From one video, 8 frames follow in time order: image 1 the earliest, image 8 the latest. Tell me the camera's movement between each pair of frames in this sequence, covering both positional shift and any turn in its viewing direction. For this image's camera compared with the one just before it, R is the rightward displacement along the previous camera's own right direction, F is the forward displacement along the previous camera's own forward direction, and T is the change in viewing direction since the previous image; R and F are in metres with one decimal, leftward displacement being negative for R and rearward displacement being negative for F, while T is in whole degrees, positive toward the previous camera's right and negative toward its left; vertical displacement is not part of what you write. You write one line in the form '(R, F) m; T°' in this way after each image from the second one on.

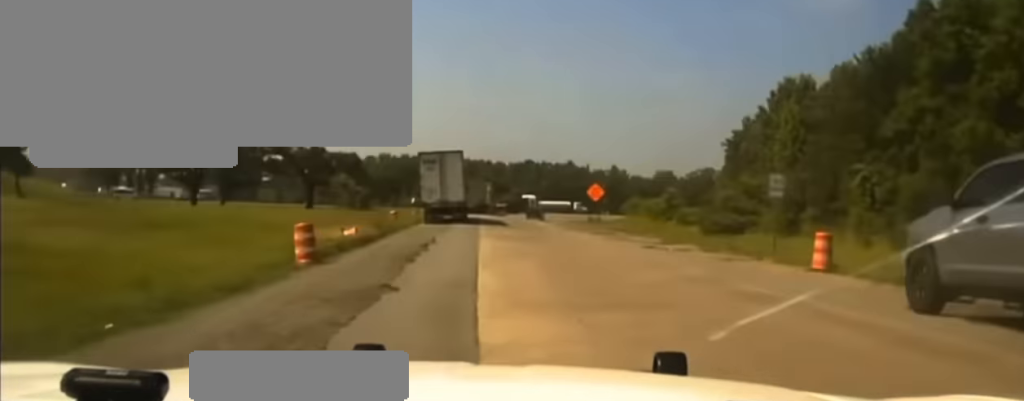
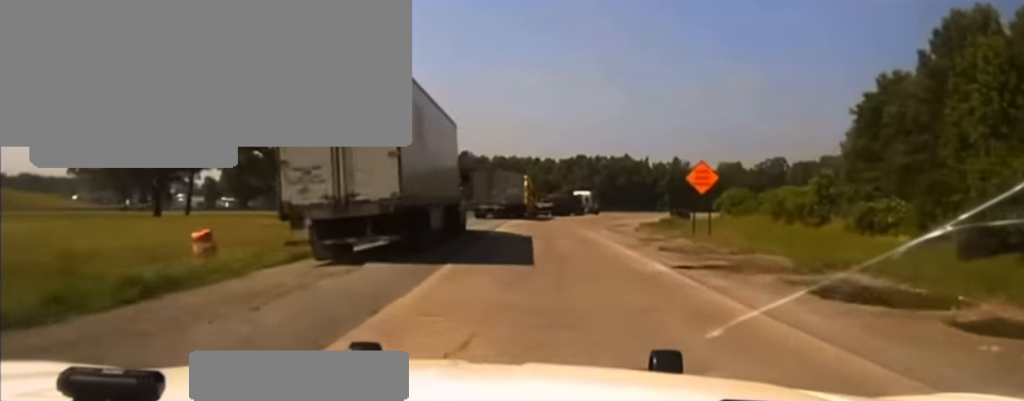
(-0.1, +38.8) m; 0°
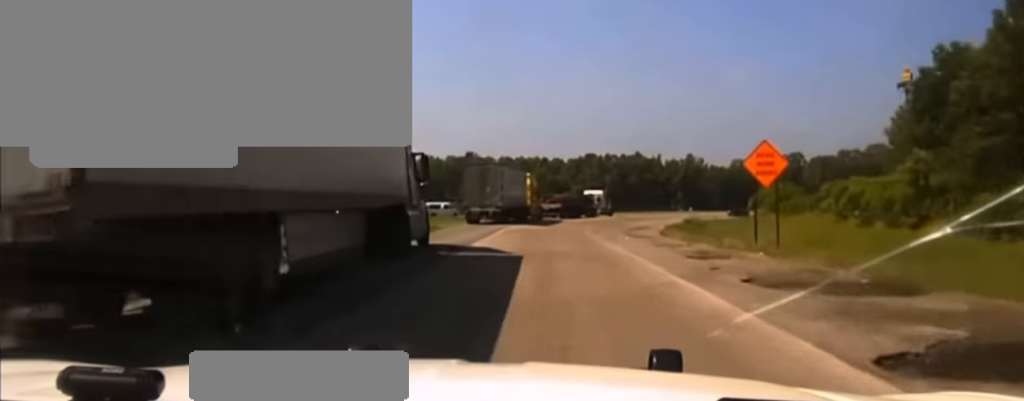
(0.0, +13.9) m; 0°
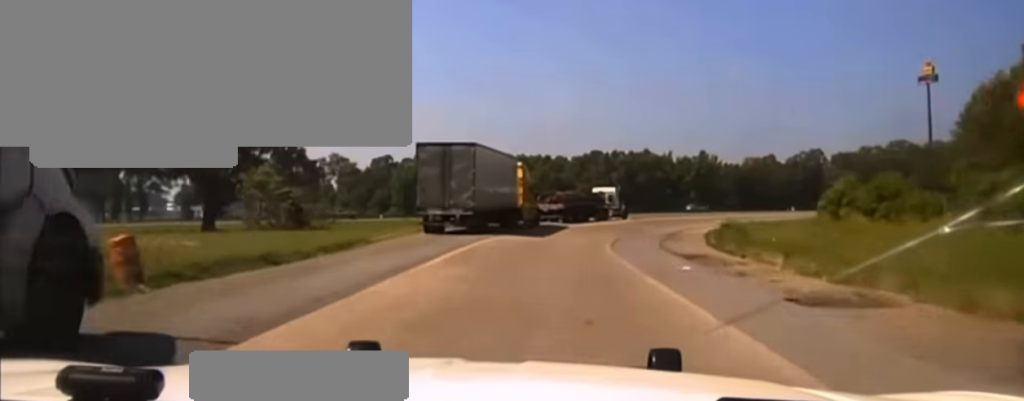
(0.0, +20.9) m; 0°
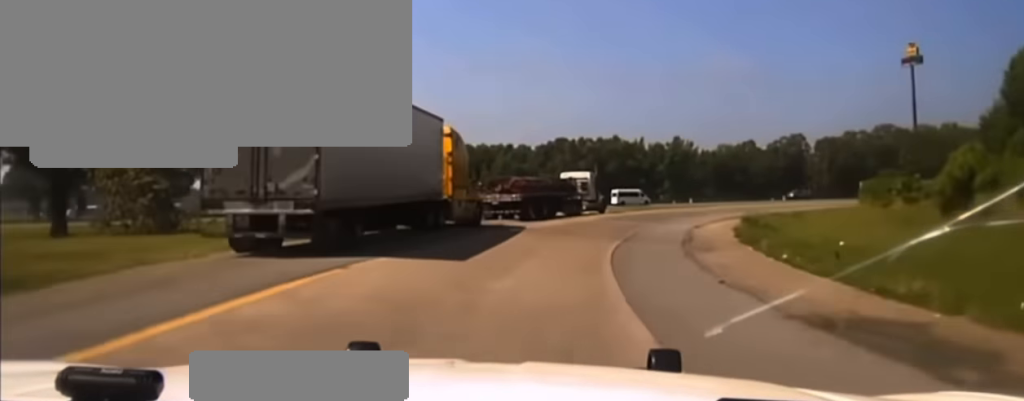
(0.0, +21.3) m; +1°
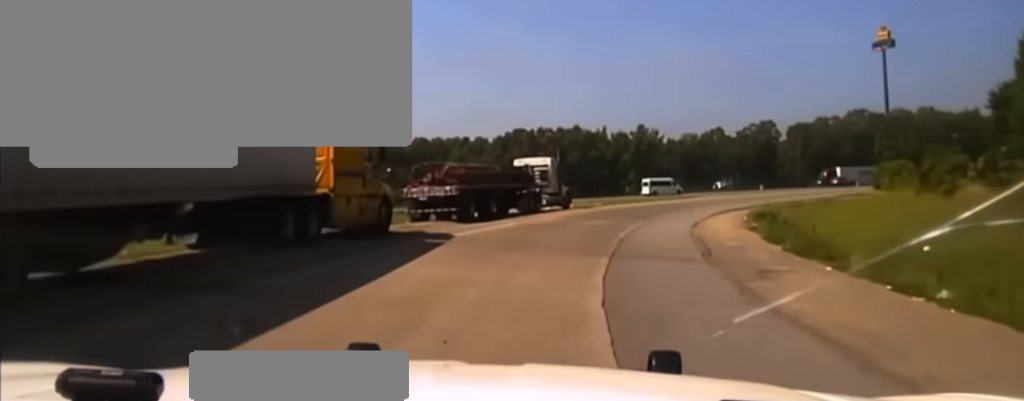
(0.0, +13.9) m; +4°
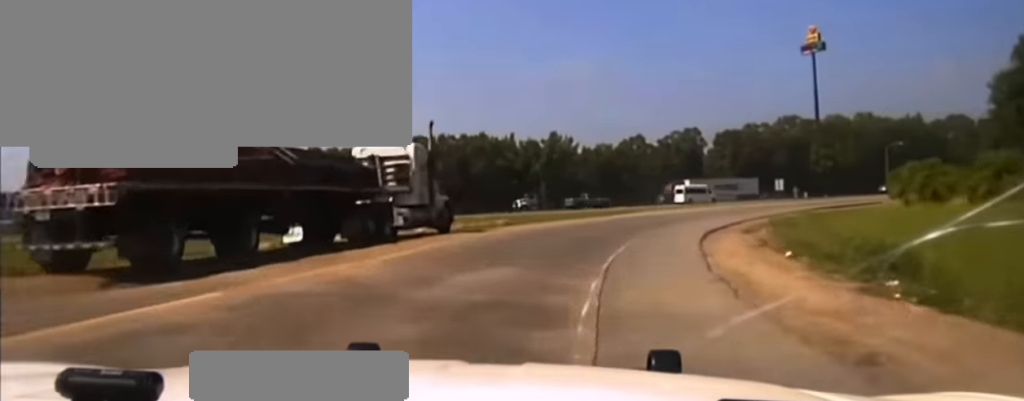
(-1.1, +21.4) m; +13°
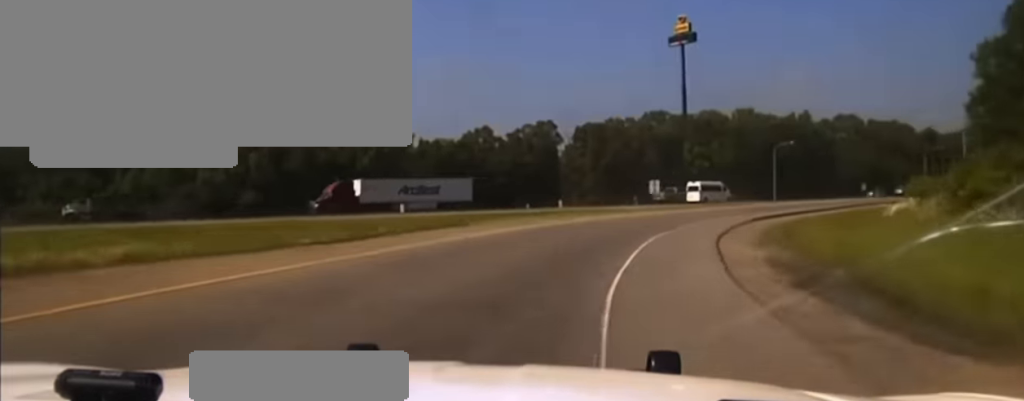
(+8.3, +28.8) m; +17°
